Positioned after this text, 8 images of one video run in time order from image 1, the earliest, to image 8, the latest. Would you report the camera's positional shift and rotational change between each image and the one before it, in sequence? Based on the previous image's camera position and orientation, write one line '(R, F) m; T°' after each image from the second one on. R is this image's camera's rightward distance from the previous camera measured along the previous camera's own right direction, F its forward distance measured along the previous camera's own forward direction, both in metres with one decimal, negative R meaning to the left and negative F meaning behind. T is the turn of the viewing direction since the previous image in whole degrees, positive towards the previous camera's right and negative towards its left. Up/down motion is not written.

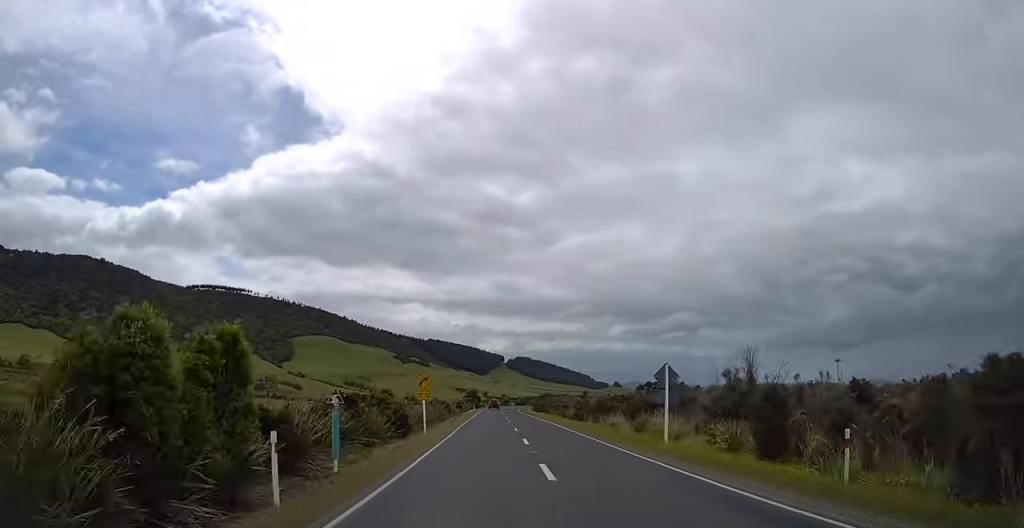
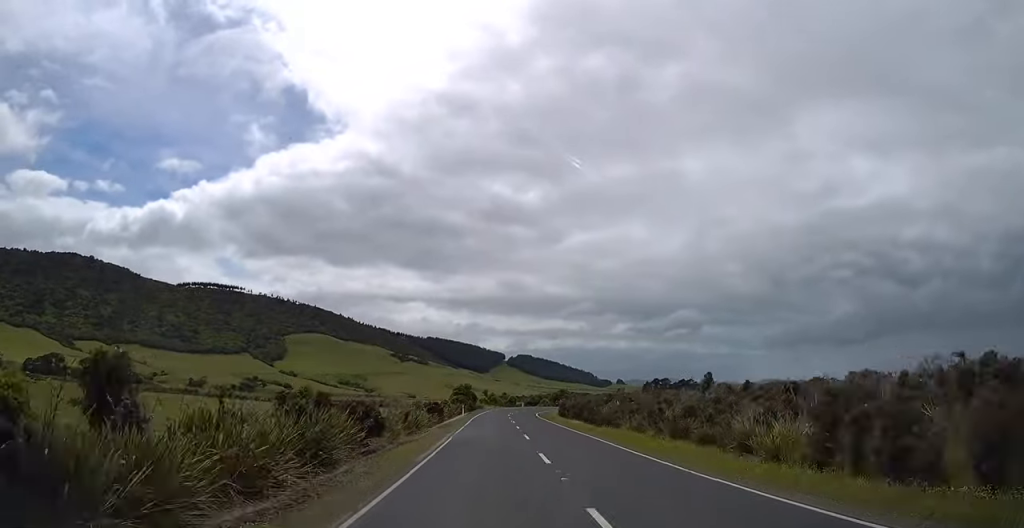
(-0.4, +46.8) m; +1°
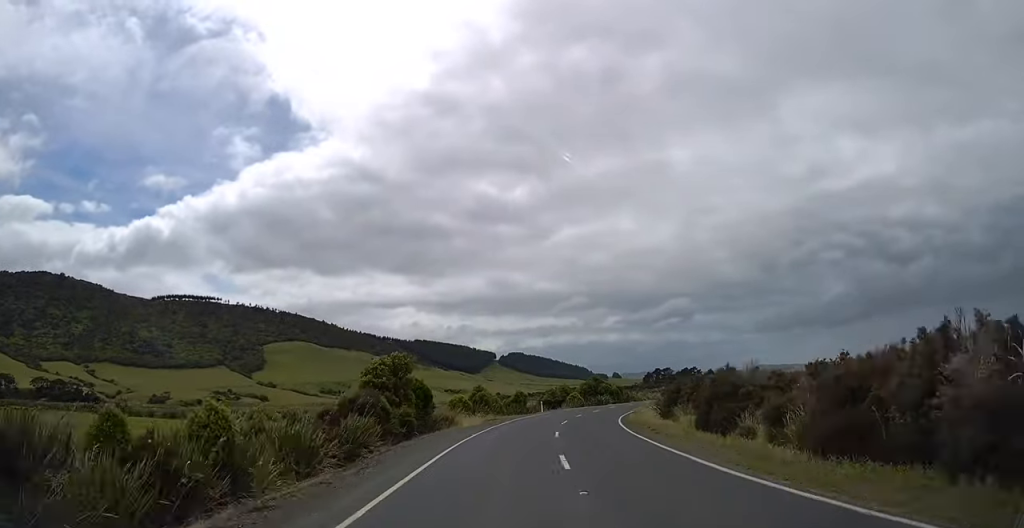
(+1.1, +65.1) m; +9°
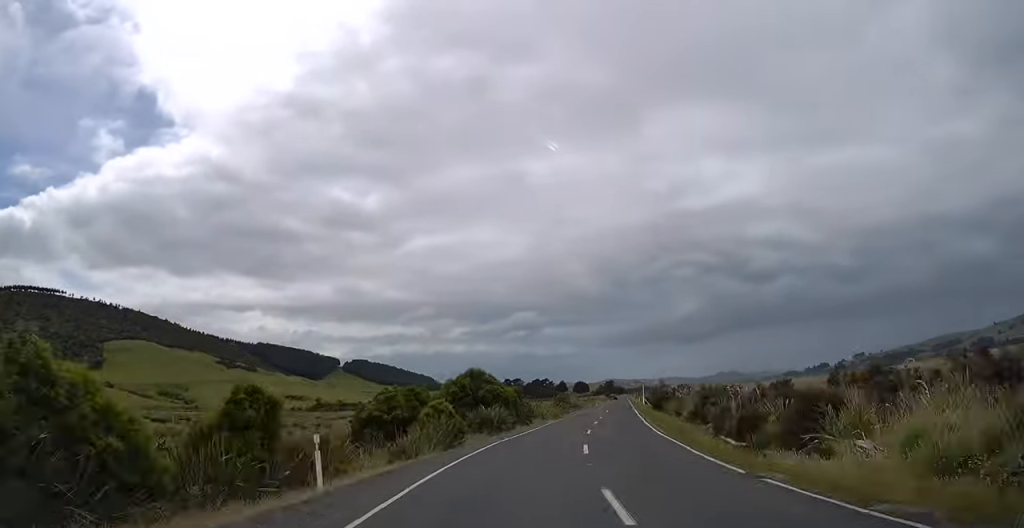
(+5.0, +47.7) m; +9°
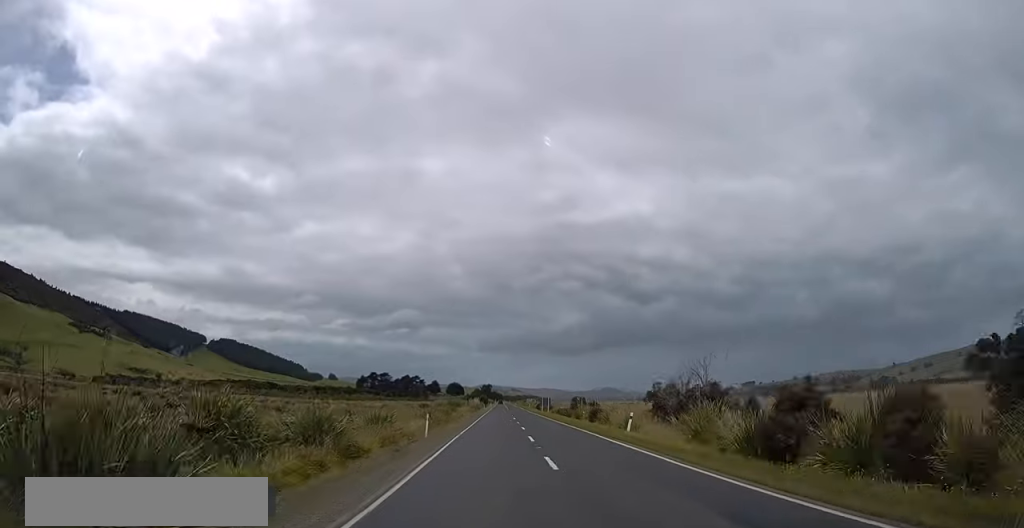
(+12.1, +105.3) m; +8°
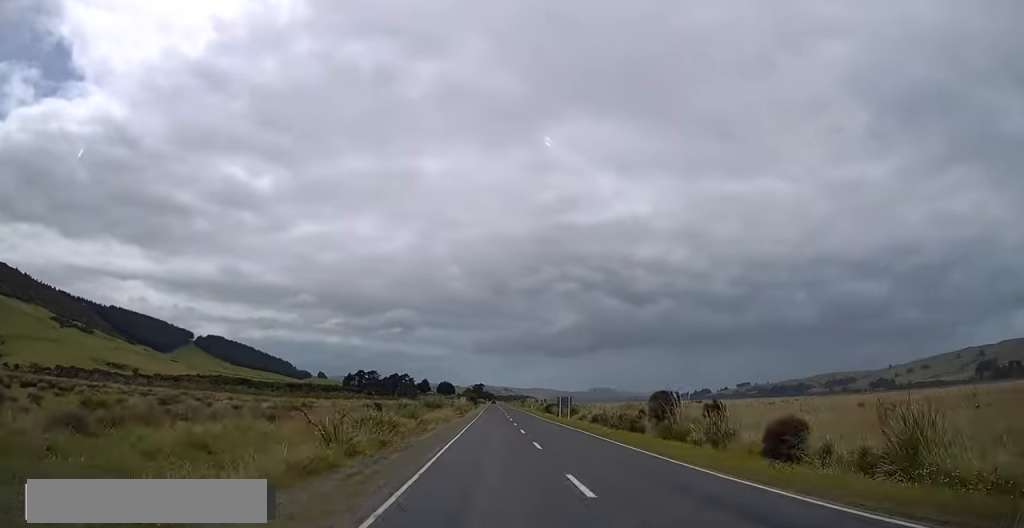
(-0.2, +34.0) m; 0°
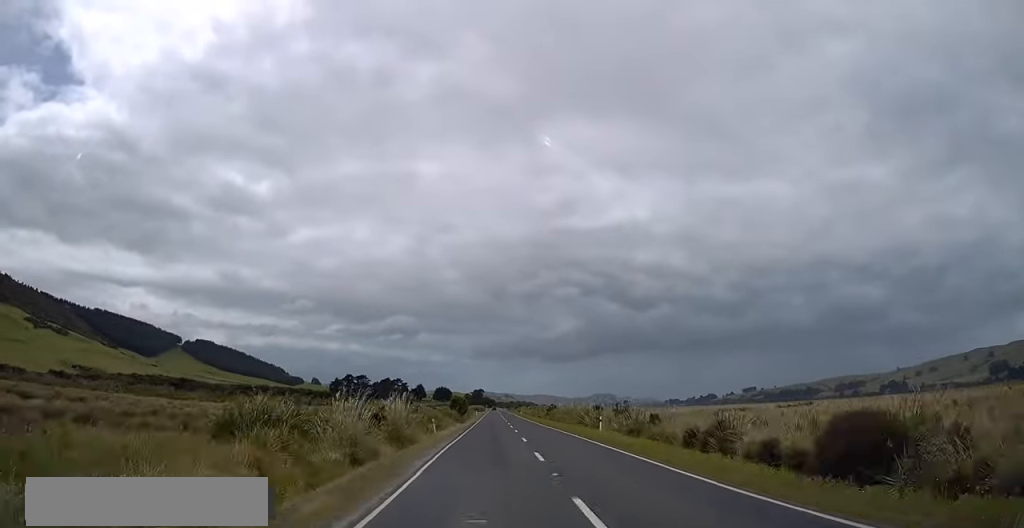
(-0.1, +72.4) m; 0°
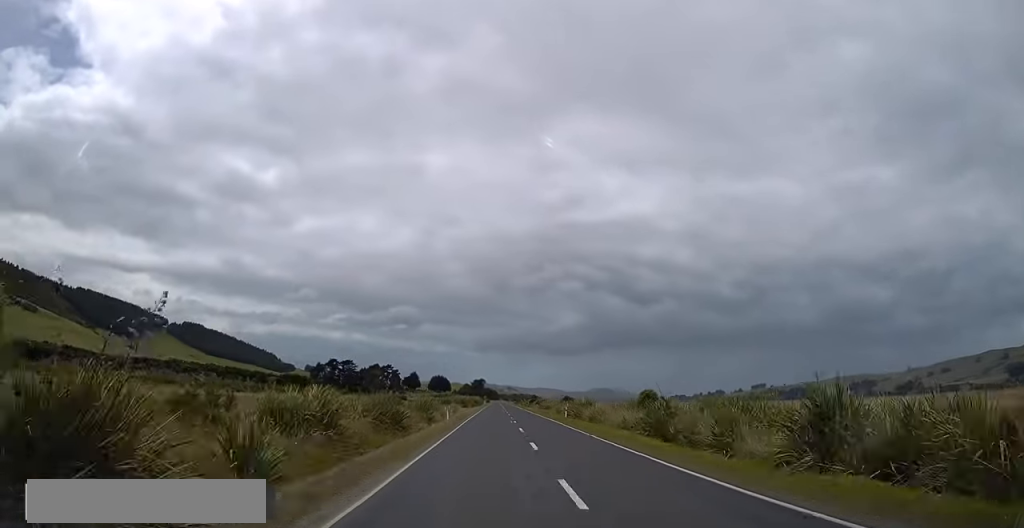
(0.0, +88.2) m; 0°
